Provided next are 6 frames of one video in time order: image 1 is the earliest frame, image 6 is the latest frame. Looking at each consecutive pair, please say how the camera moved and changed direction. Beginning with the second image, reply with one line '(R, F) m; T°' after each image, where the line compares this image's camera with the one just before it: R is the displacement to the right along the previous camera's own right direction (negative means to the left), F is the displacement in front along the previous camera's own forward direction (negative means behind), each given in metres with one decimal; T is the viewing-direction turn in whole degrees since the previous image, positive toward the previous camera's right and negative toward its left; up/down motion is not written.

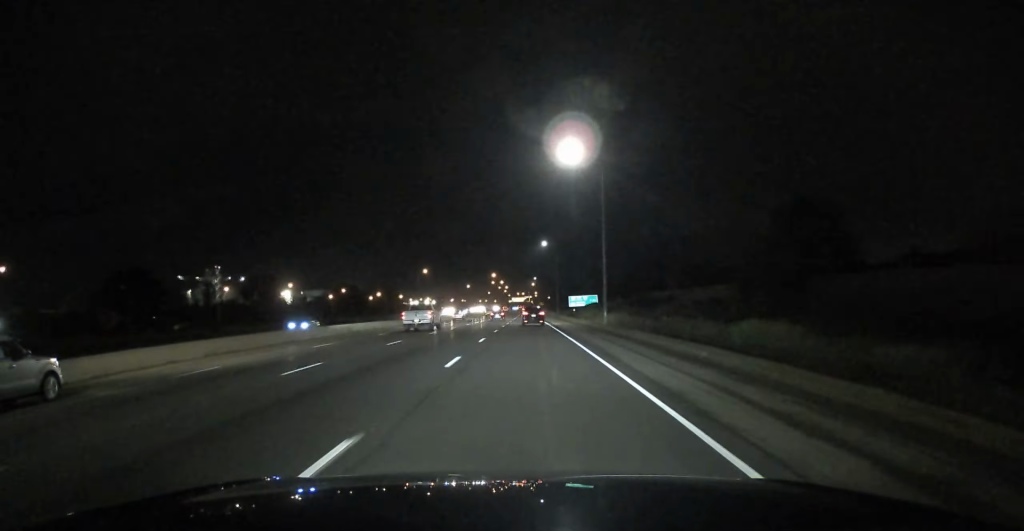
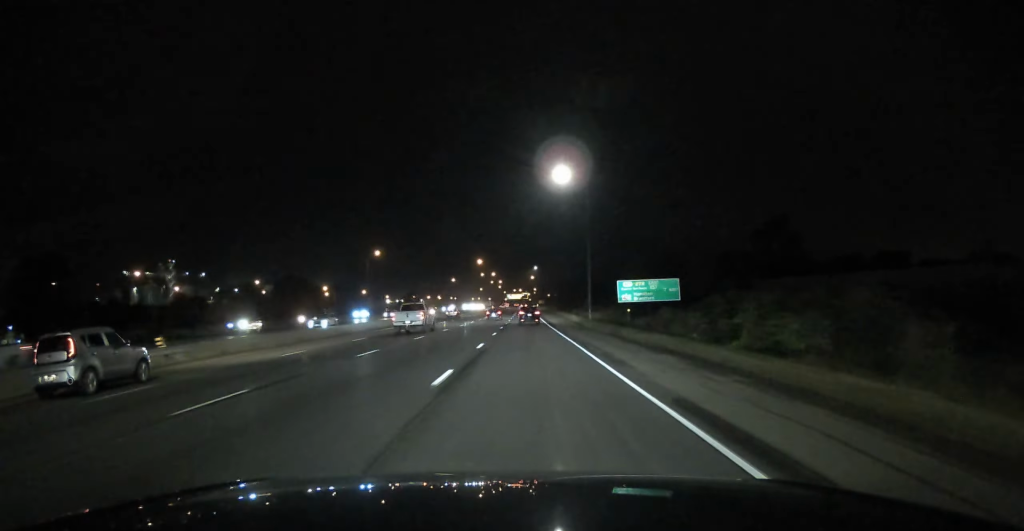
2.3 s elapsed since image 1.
(0.0, +78.0) m; 0°
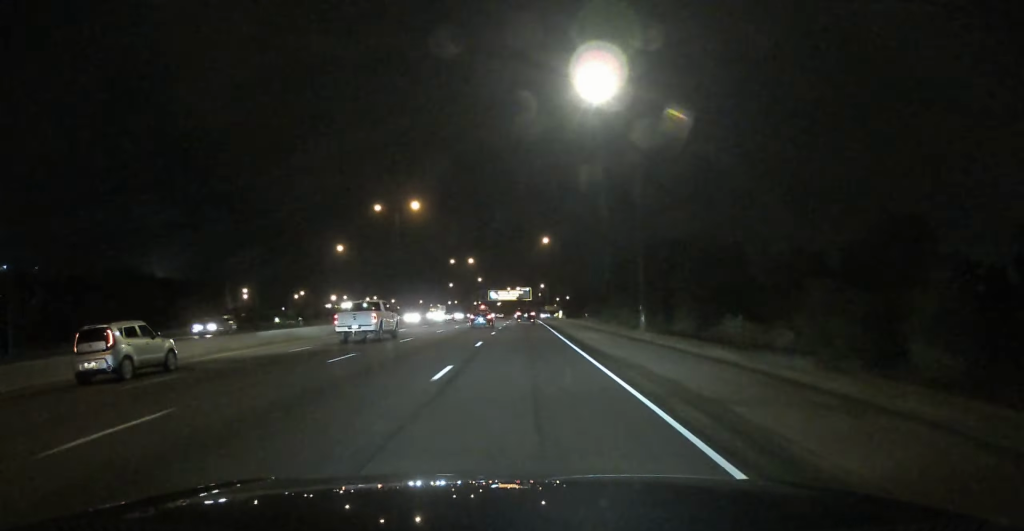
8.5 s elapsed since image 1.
(-0.1, +216.9) m; 0°
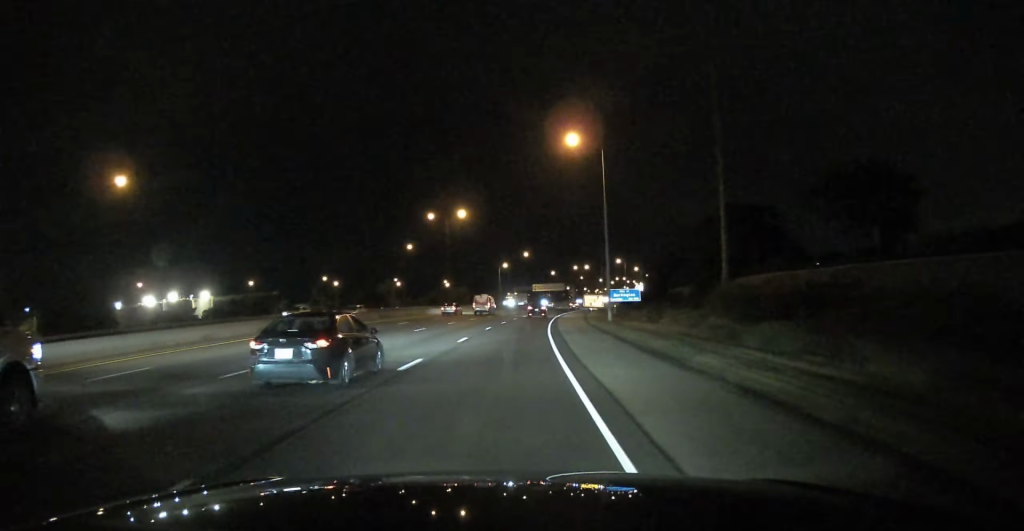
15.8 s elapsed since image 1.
(+3.8, +255.1) m; +6°
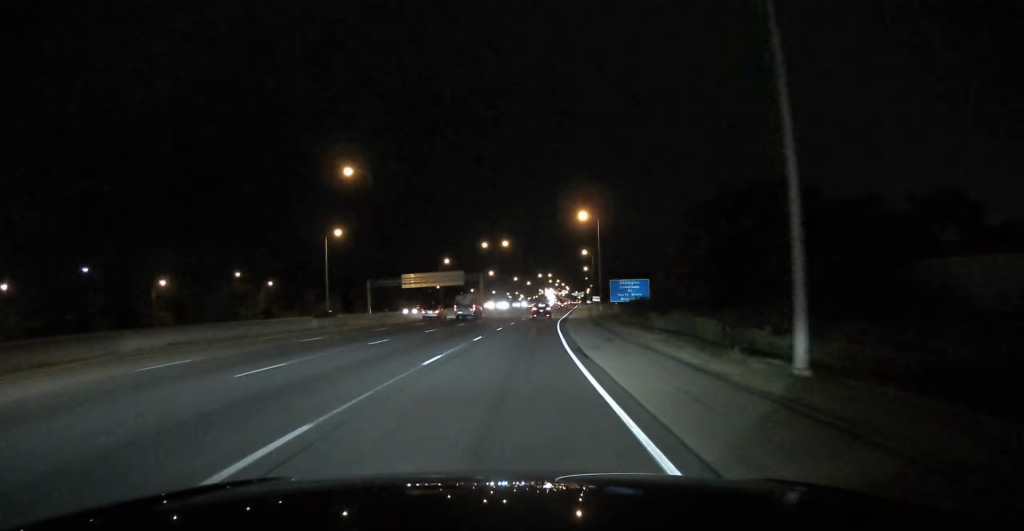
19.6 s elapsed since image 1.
(+10.5, +130.1) m; +5°
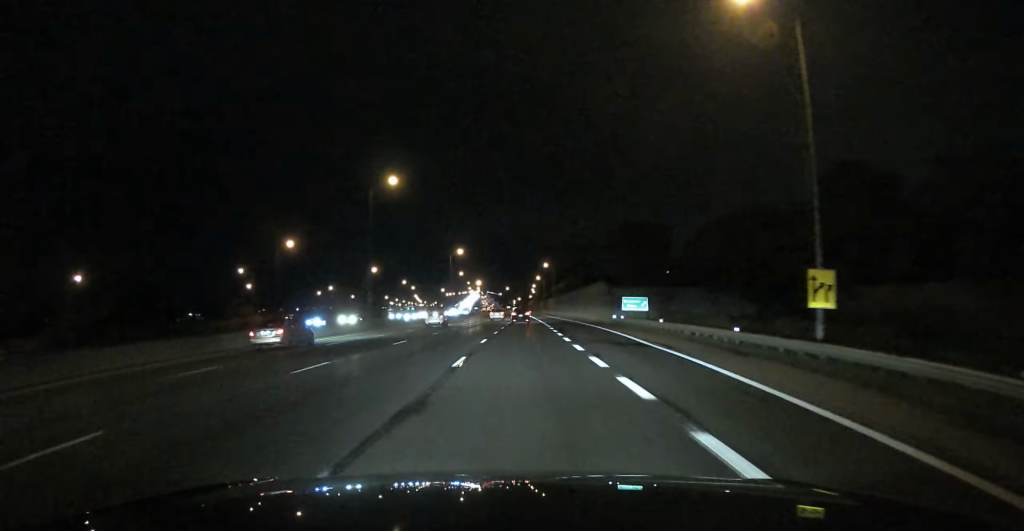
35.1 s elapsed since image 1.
(+34.5, +543.1) m; +3°
